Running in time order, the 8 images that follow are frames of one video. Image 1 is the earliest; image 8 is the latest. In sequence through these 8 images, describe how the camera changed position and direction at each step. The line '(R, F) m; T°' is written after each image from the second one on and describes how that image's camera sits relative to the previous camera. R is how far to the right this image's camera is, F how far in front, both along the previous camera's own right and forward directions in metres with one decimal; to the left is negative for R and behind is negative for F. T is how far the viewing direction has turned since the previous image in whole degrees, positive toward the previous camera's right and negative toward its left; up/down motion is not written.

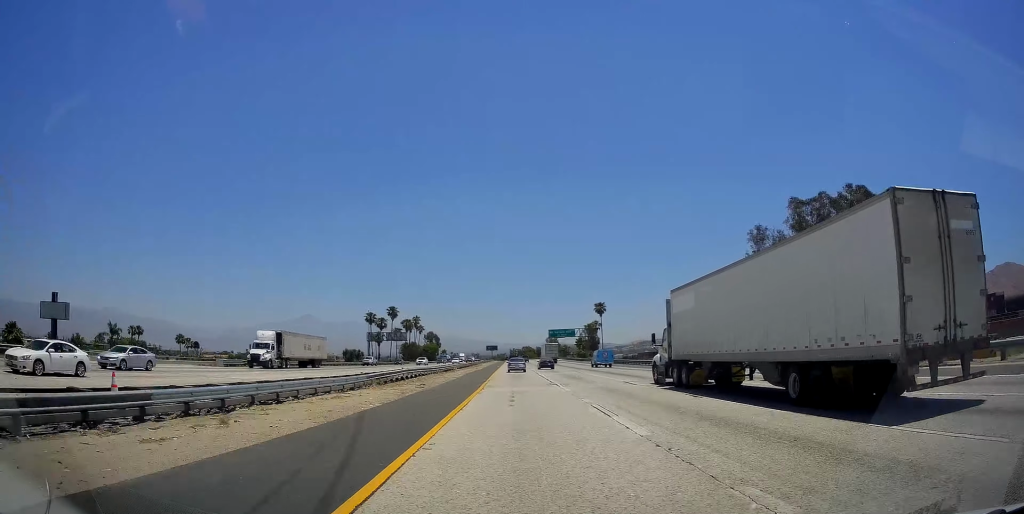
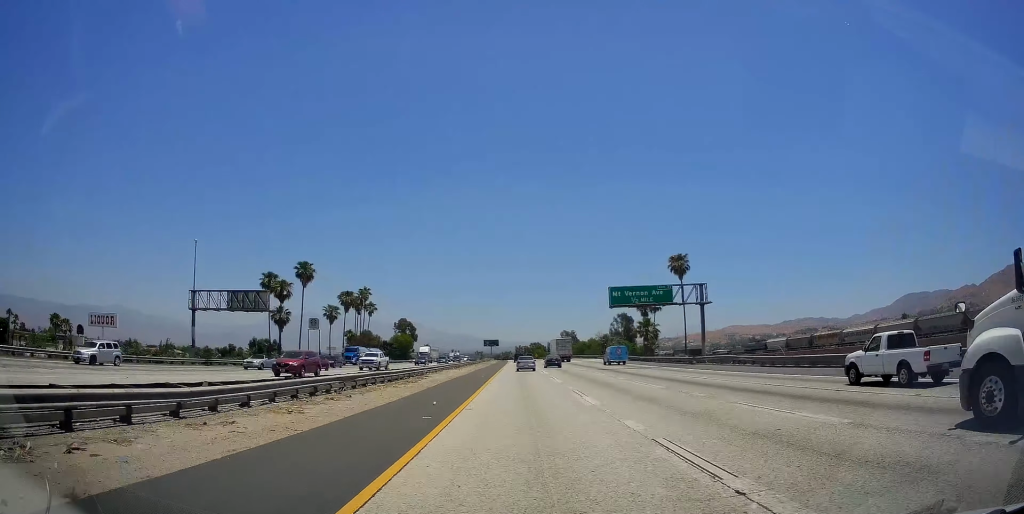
(+0.6, +80.6) m; 0°
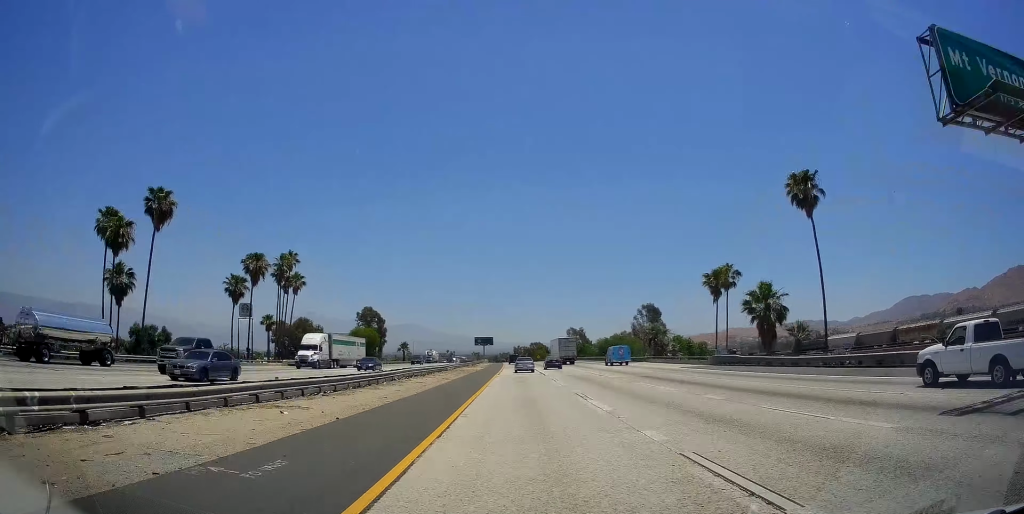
(-0.2, +45.2) m; 0°
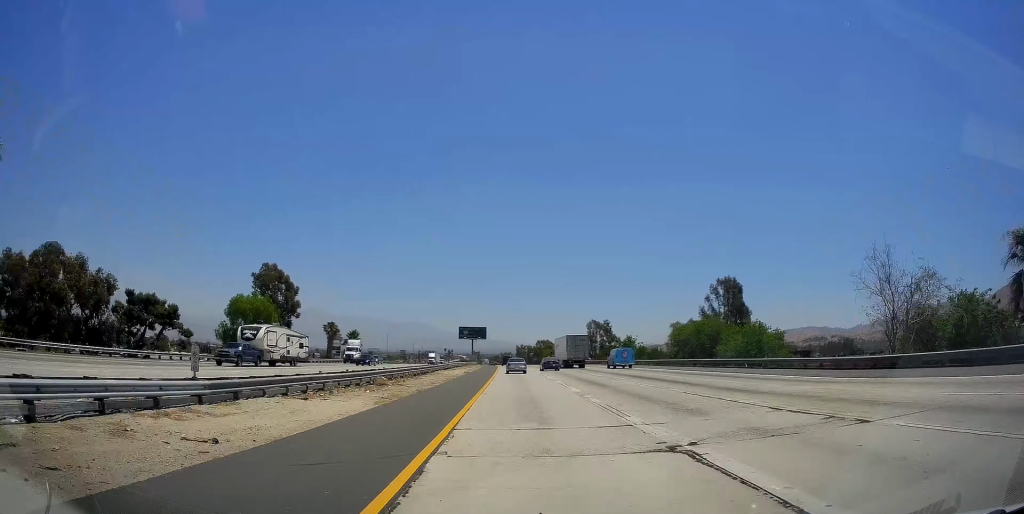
(-0.1, +63.9) m; 0°
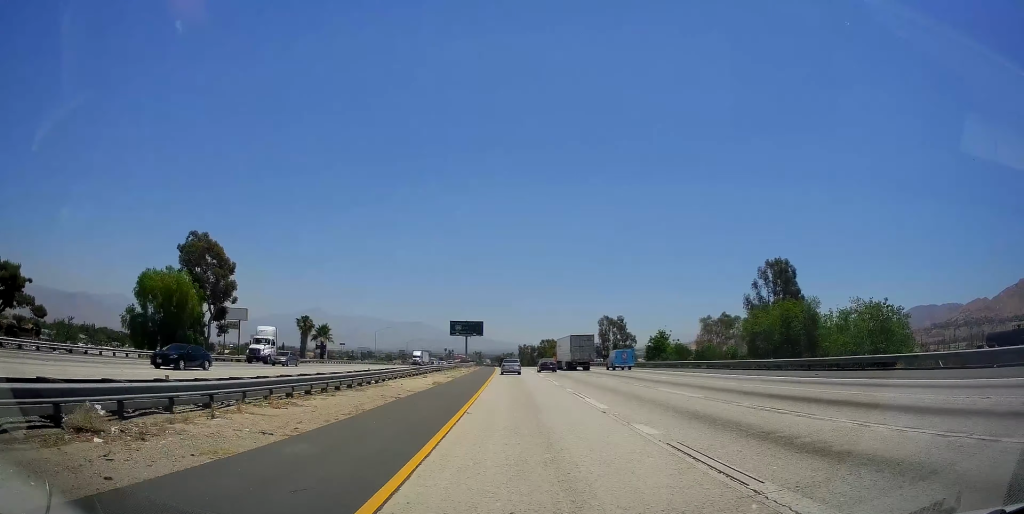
(-0.1, +22.3) m; 0°
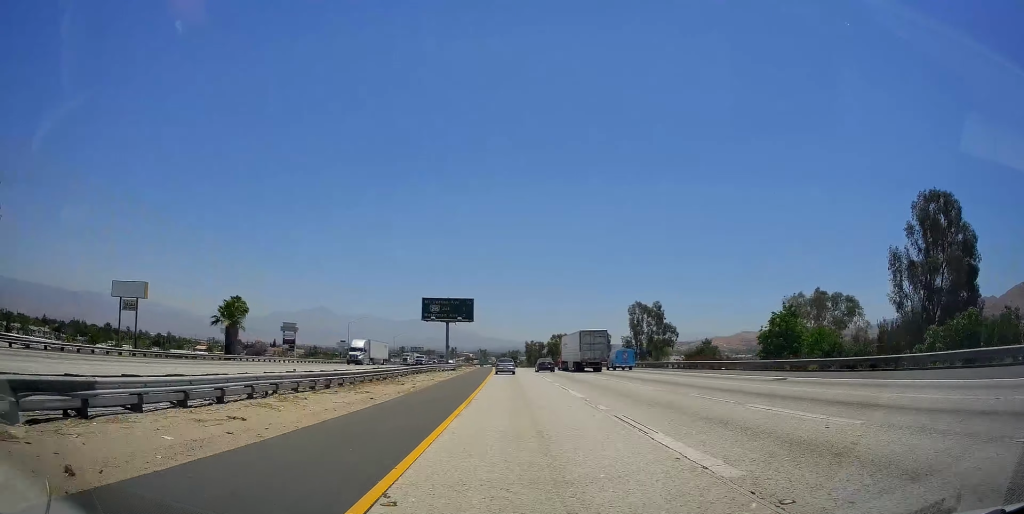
(-0.2, +39.5) m; -1°
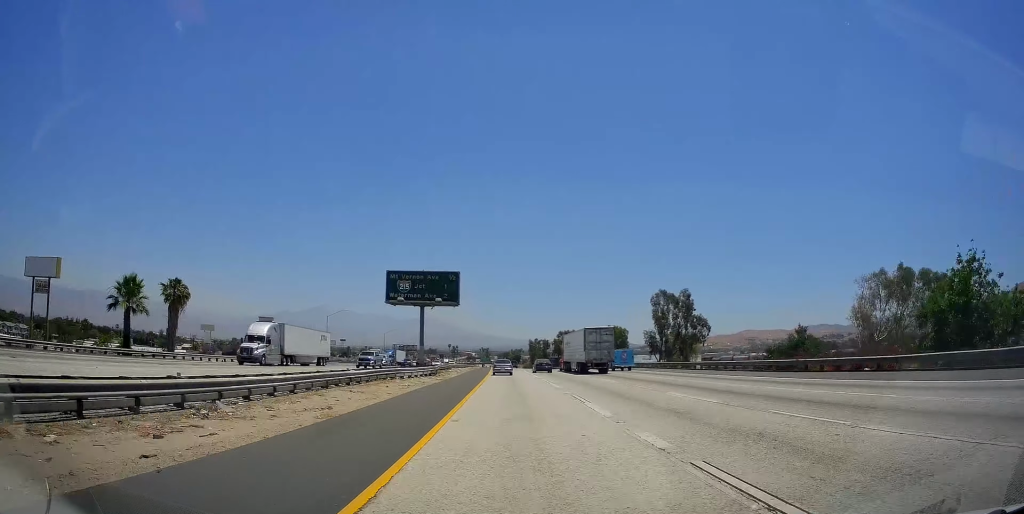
(0.0, +20.1) m; 0°
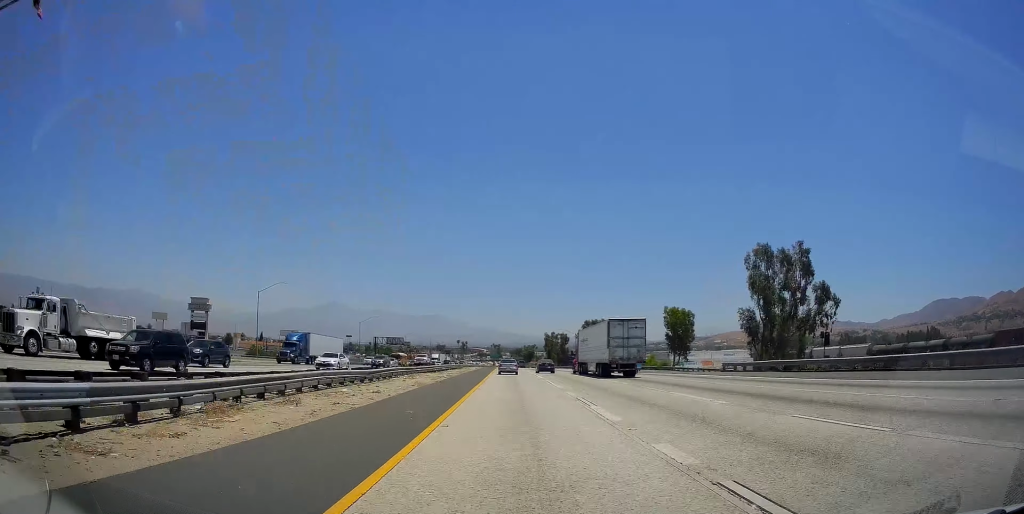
(-0.4, +45.1) m; -1°
